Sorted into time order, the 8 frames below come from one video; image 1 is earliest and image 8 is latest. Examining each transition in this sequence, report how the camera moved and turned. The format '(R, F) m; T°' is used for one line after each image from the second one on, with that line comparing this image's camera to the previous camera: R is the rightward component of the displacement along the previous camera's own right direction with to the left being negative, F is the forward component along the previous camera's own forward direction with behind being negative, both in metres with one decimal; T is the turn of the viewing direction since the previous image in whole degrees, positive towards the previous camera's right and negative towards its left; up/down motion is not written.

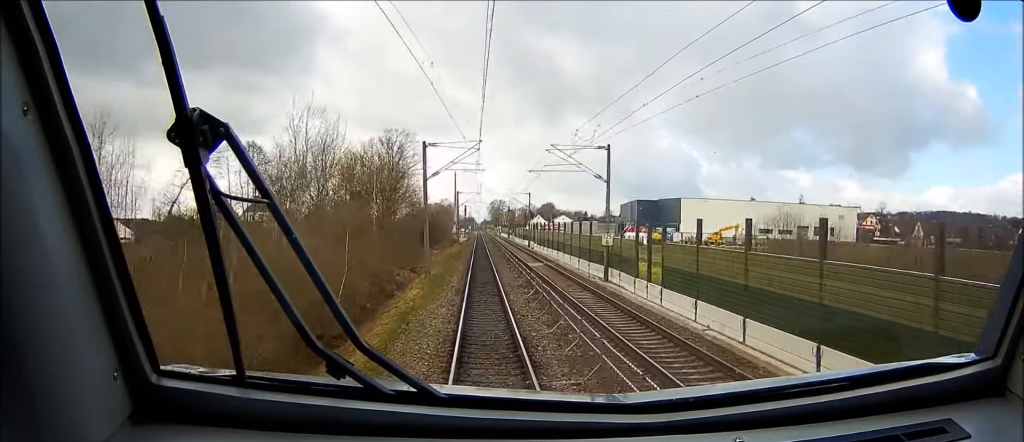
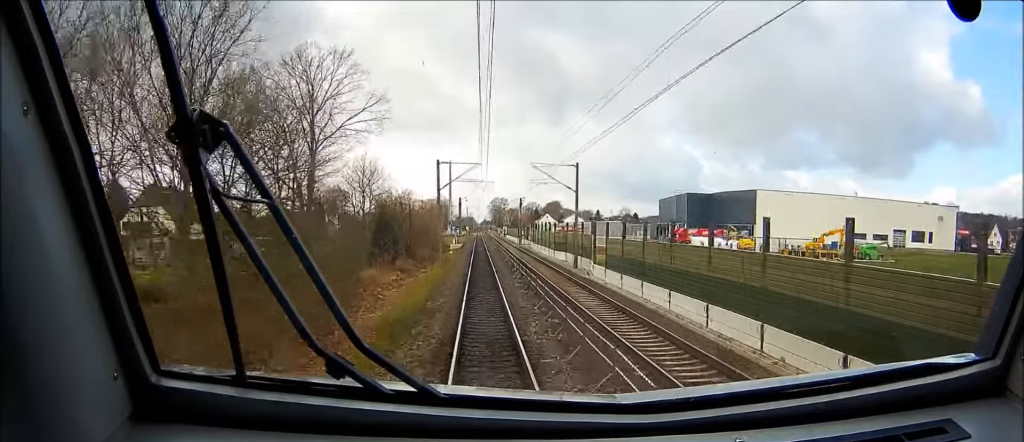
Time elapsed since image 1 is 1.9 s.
(+0.1, +52.2) m; 0°
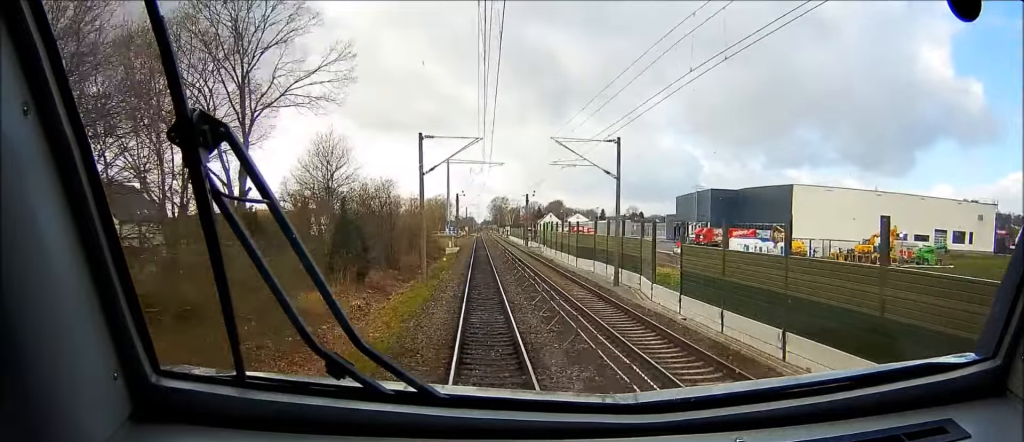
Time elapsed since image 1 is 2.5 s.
(0.0, +16.9) m; 0°
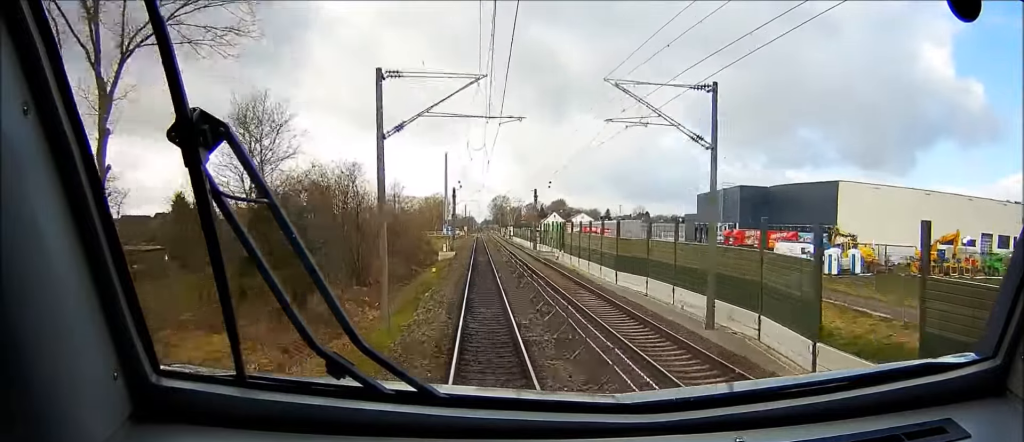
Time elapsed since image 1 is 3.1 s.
(0.0, +16.8) m; 0°
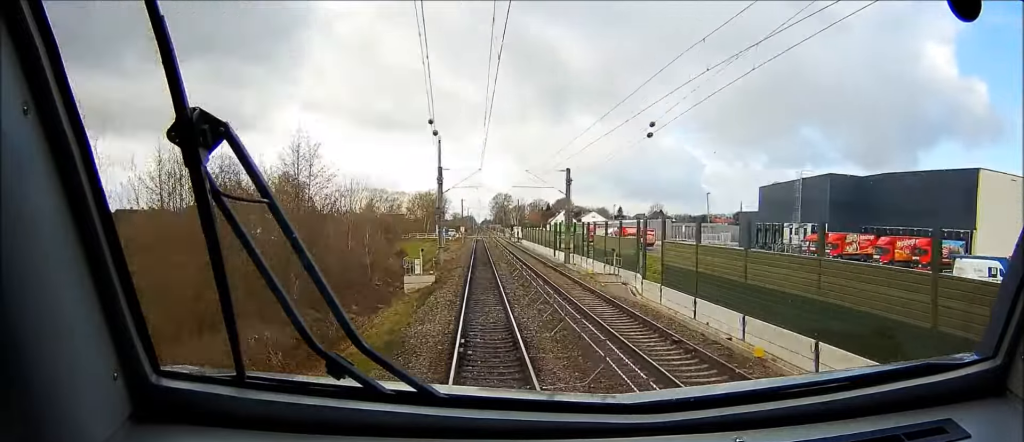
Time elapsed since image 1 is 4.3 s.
(-0.1, +35.5) m; 0°
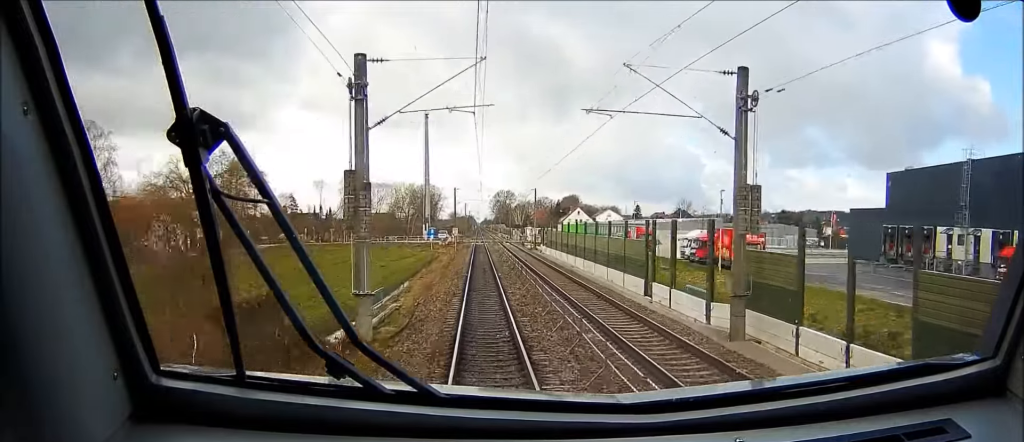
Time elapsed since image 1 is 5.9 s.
(+0.2, +42.8) m; 0°
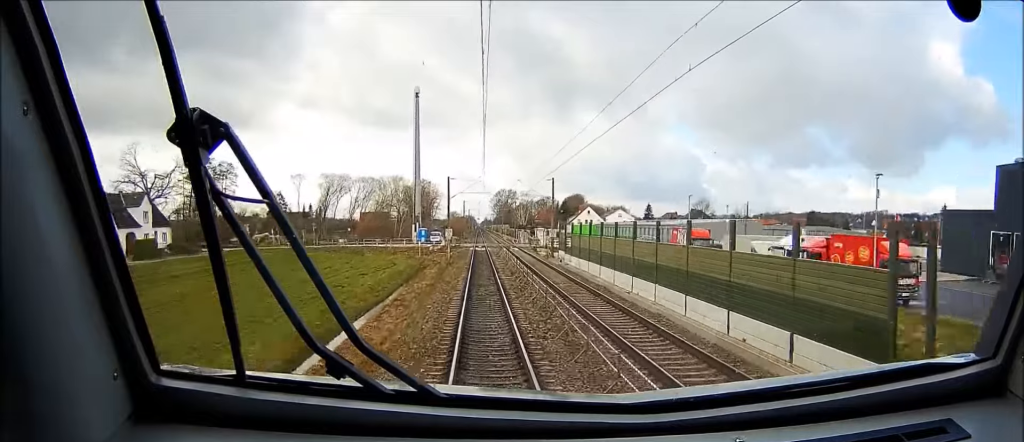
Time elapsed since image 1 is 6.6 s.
(0.0, +21.4) m; 0°
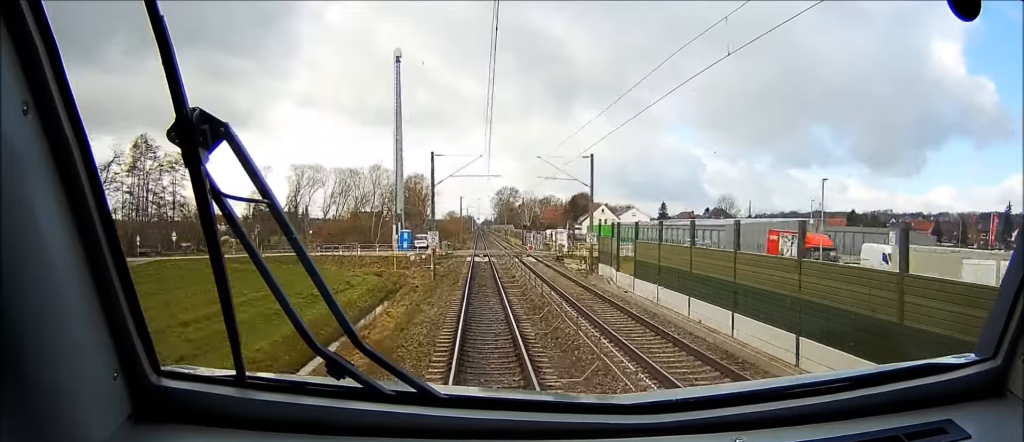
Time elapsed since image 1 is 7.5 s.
(-0.1, +25.1) m; 0°
